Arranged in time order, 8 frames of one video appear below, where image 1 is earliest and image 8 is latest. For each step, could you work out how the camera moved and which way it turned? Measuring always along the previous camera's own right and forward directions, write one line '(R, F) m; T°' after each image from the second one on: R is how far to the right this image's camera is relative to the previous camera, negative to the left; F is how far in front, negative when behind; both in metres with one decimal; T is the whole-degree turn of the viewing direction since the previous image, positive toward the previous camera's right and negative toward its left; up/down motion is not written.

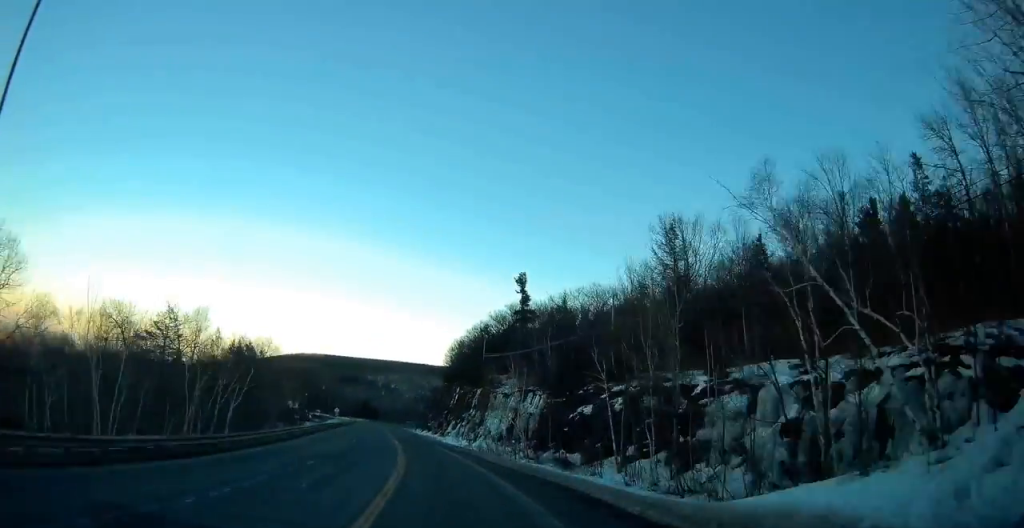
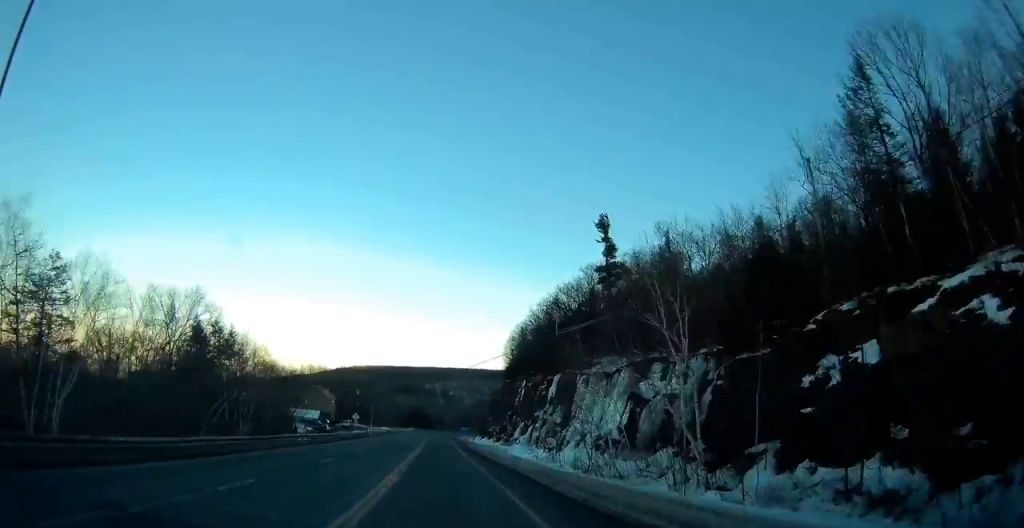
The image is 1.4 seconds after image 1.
(-2.2, +34.1) m; -5°
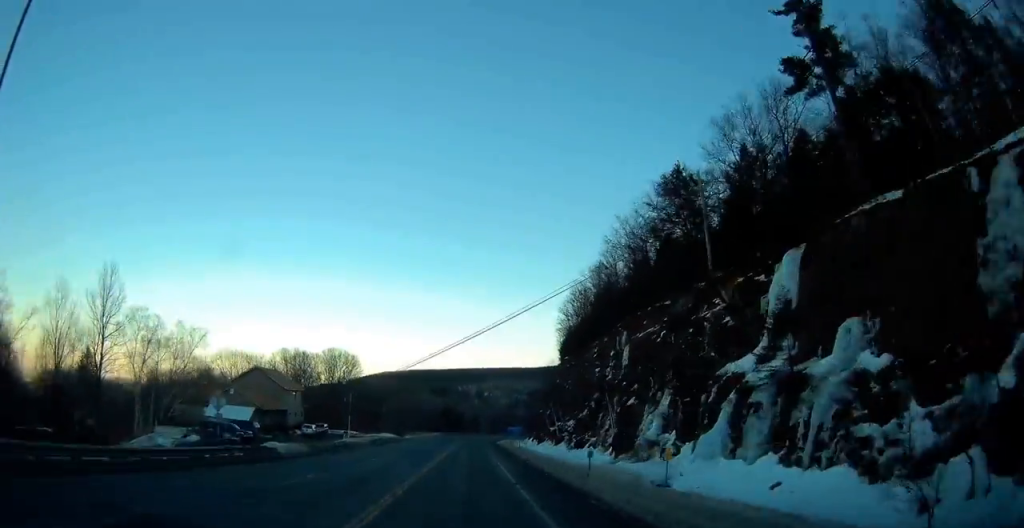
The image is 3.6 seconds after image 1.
(-2.9, +54.6) m; -3°
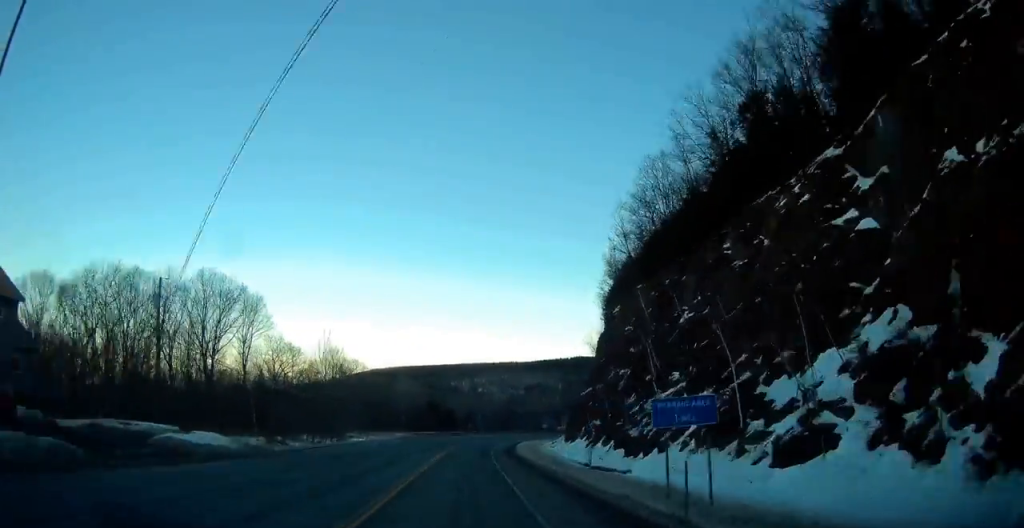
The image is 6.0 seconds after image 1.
(+0.5, +60.9) m; +1°
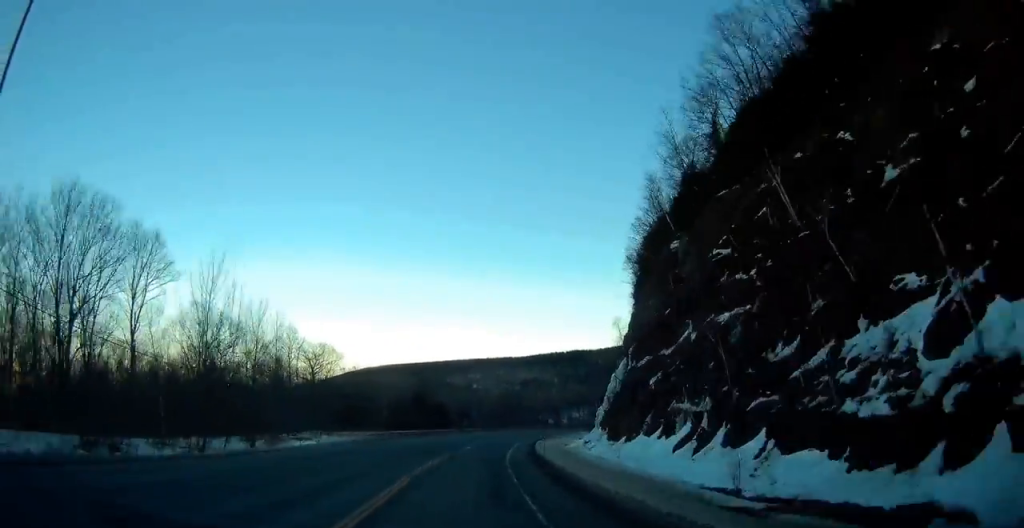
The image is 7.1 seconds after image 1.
(-0.2, +27.2) m; +2°
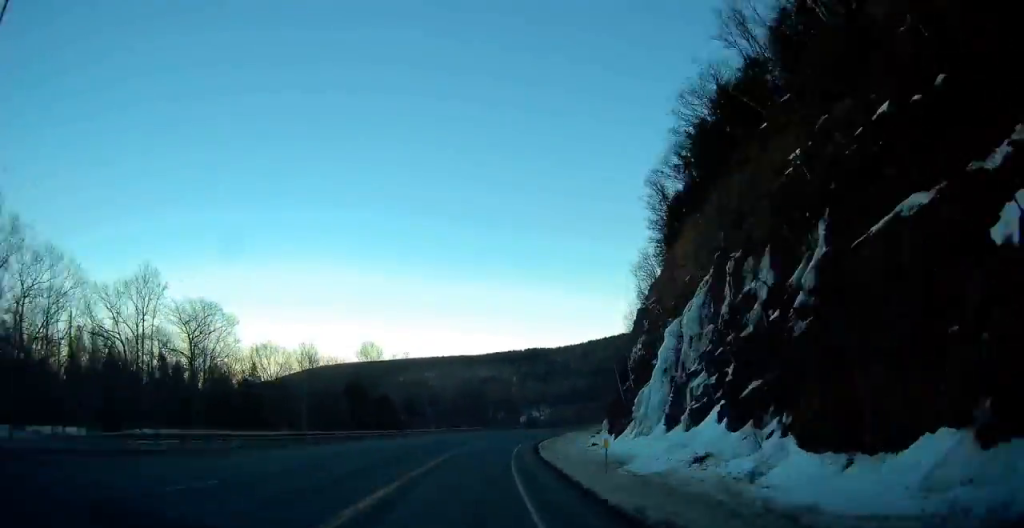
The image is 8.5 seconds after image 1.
(+1.0, +37.4) m; +4°
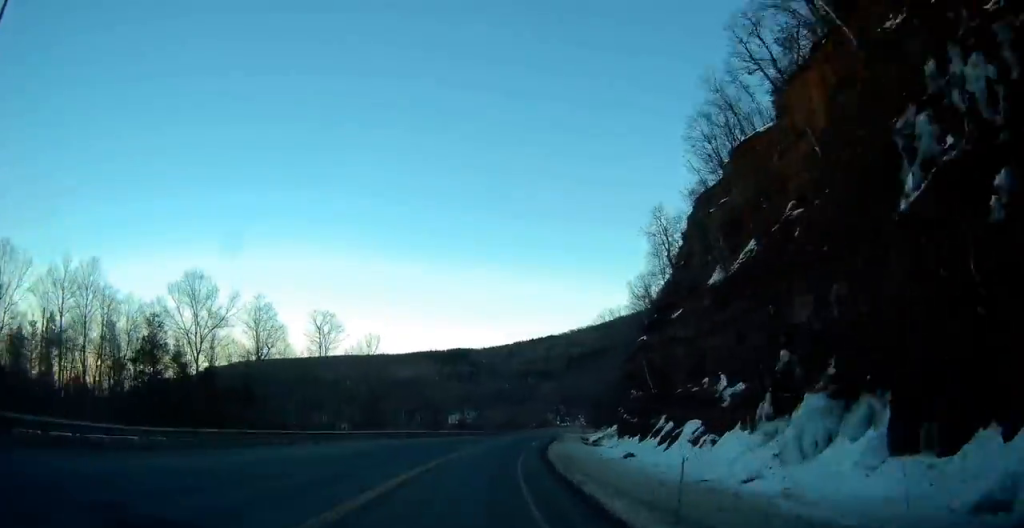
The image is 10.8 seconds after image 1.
(+3.6, +58.0) m; +8°
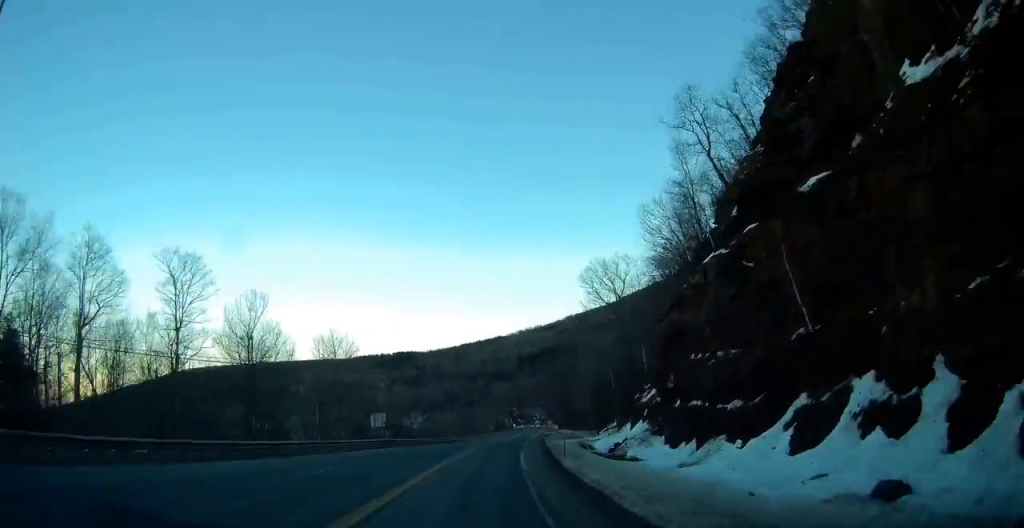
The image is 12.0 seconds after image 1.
(+0.7, +30.9) m; +4°
